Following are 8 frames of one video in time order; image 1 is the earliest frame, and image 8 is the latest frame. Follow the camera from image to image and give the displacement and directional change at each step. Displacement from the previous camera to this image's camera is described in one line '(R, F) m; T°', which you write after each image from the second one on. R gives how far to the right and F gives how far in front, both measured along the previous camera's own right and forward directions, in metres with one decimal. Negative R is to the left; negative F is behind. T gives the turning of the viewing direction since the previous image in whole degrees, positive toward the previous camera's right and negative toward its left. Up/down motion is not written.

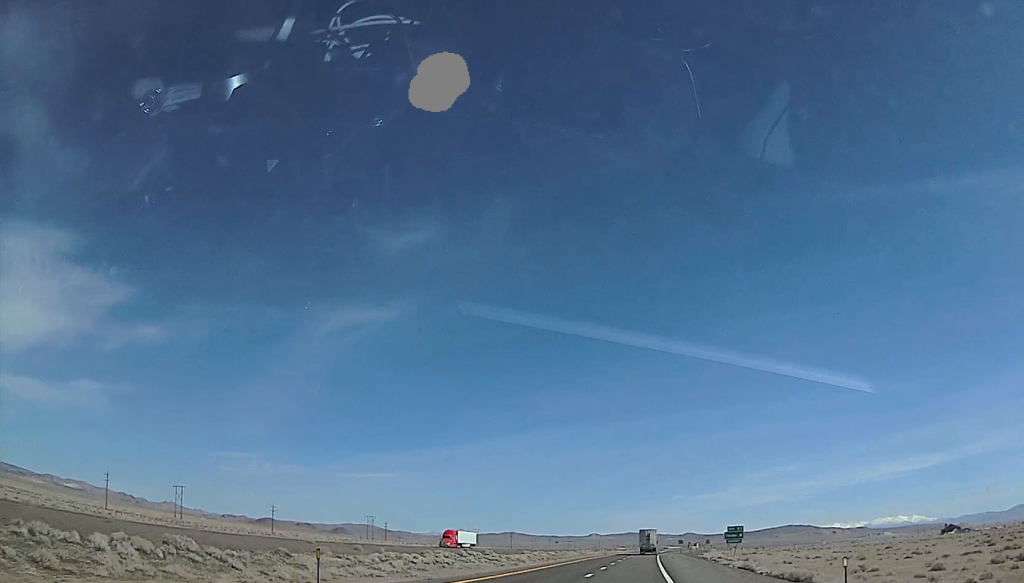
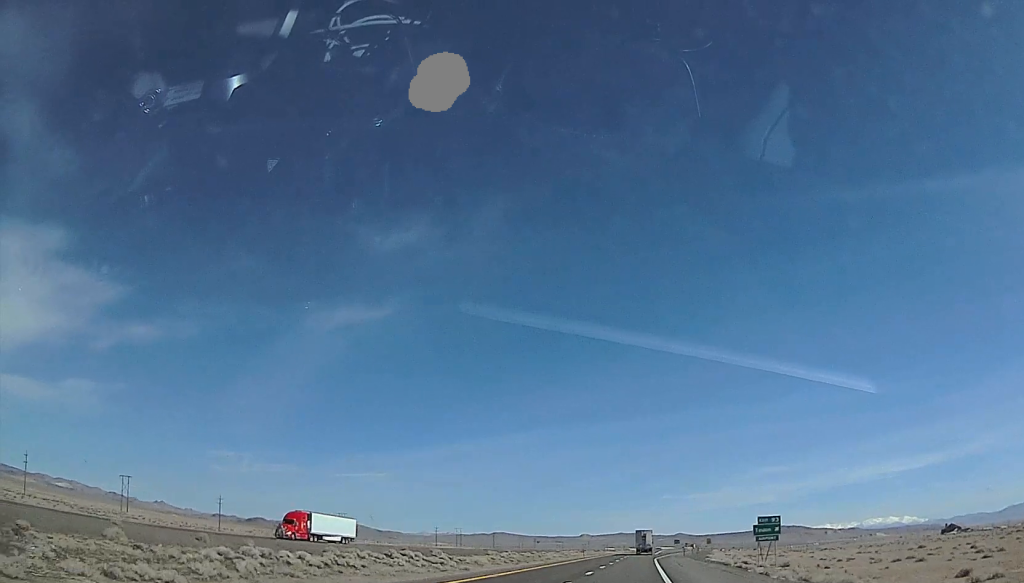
(+0.5, +34.7) m; +1°
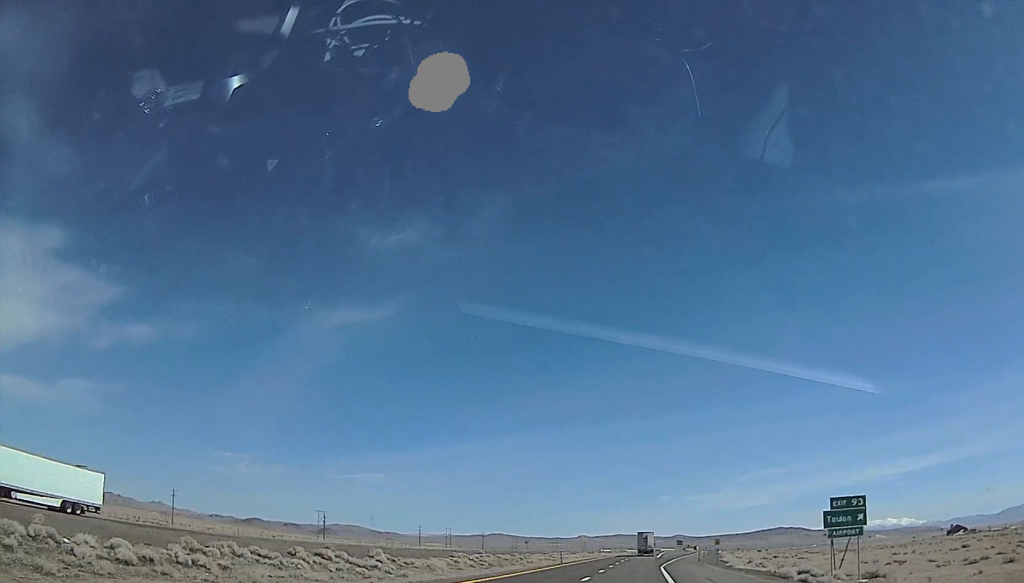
(0.0, +28.8) m; 0°
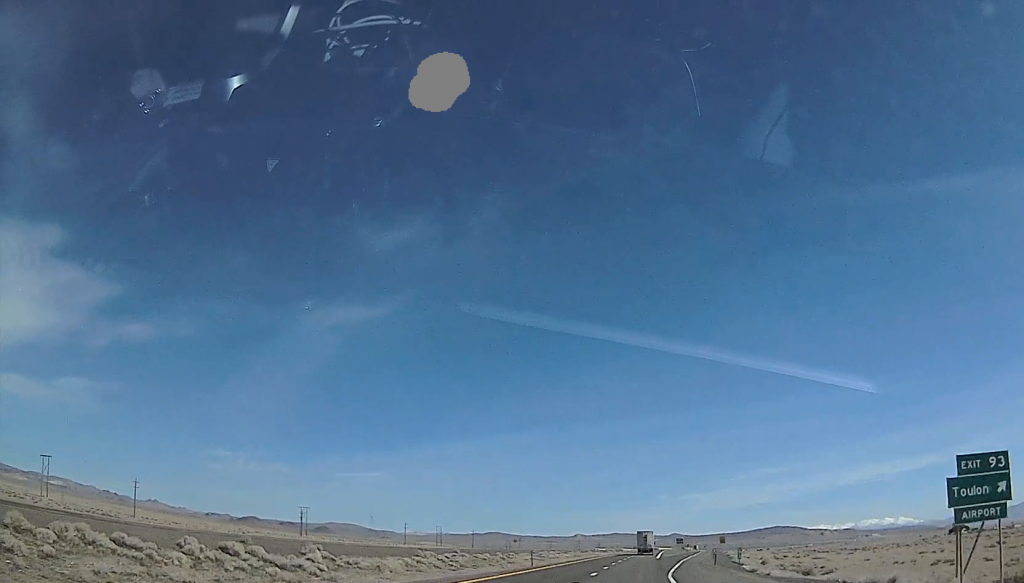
(0.0, +19.2) m; 0°
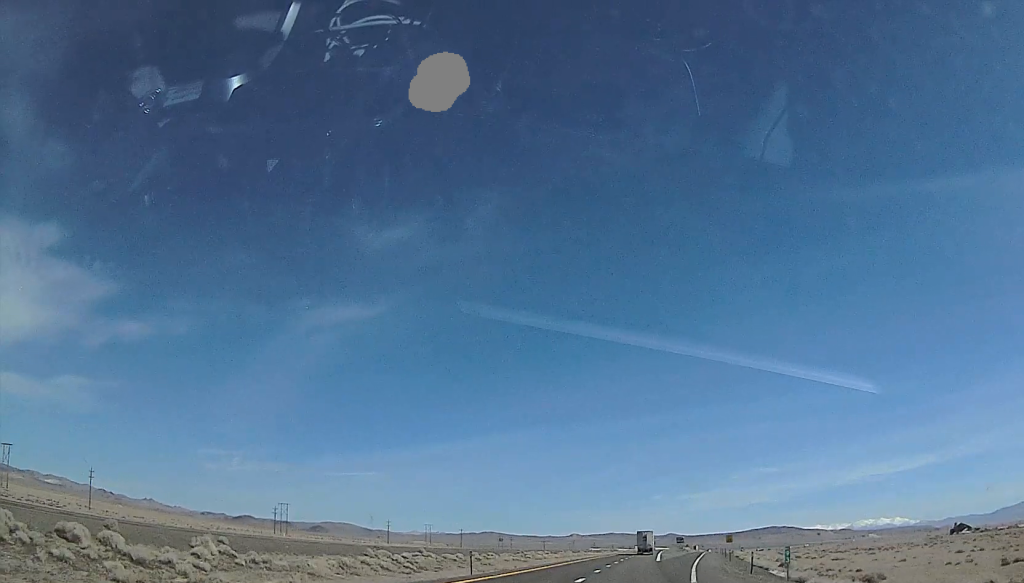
(0.0, +20.2) m; 0°
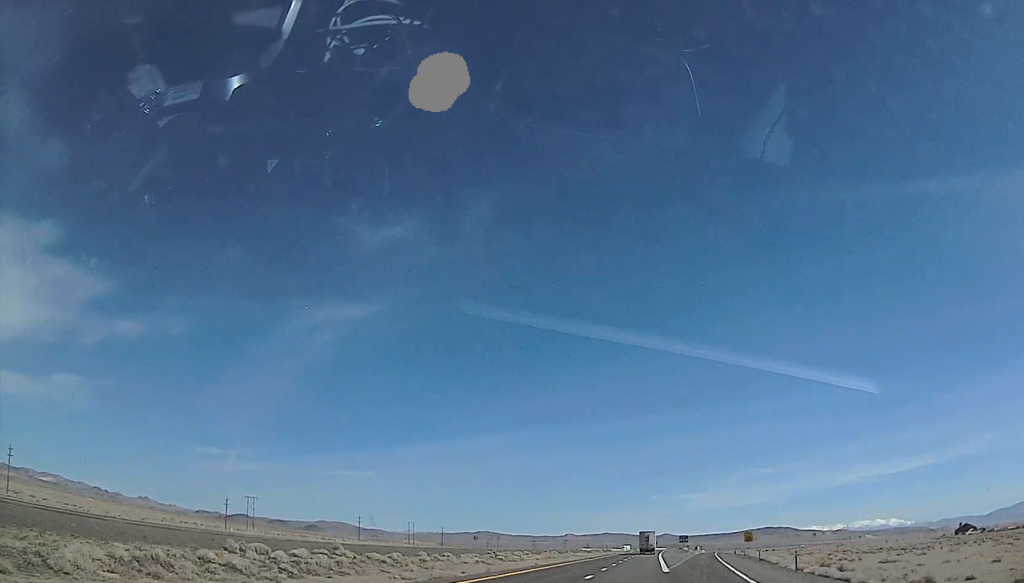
(+0.2, +32.9) m; +1°
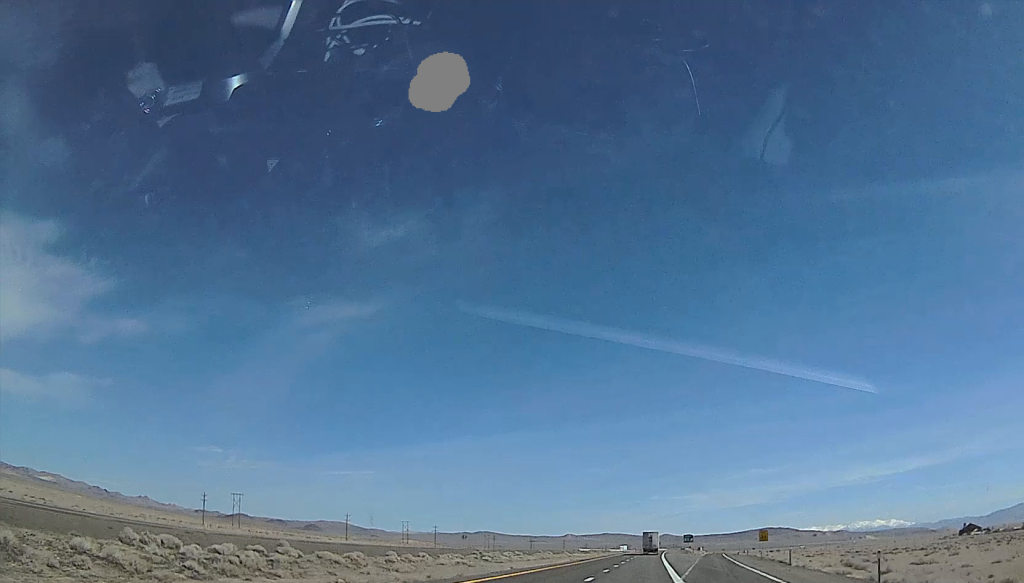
(+0.2, +14.6) m; 0°
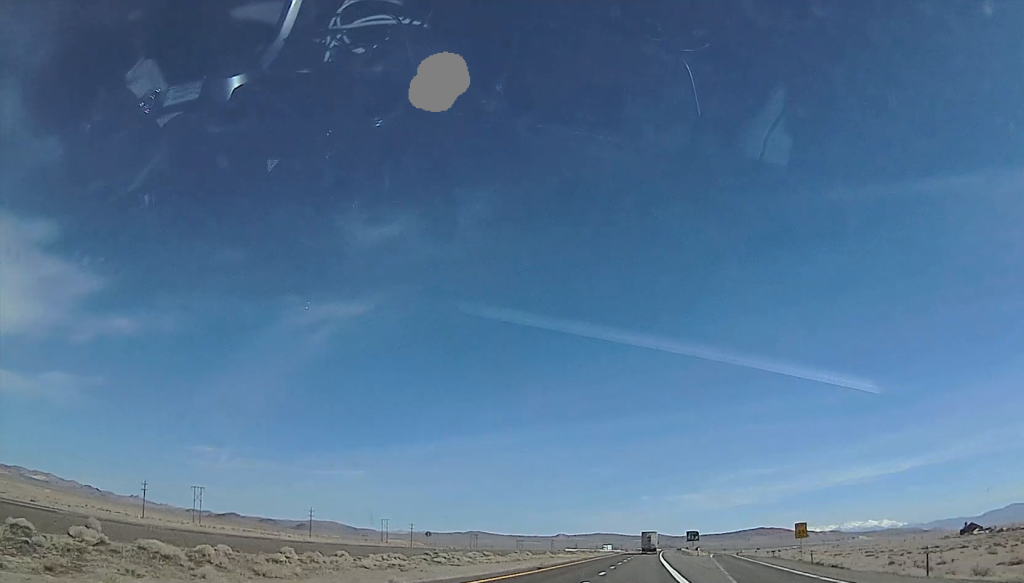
(+0.1, +29.2) m; -2°
